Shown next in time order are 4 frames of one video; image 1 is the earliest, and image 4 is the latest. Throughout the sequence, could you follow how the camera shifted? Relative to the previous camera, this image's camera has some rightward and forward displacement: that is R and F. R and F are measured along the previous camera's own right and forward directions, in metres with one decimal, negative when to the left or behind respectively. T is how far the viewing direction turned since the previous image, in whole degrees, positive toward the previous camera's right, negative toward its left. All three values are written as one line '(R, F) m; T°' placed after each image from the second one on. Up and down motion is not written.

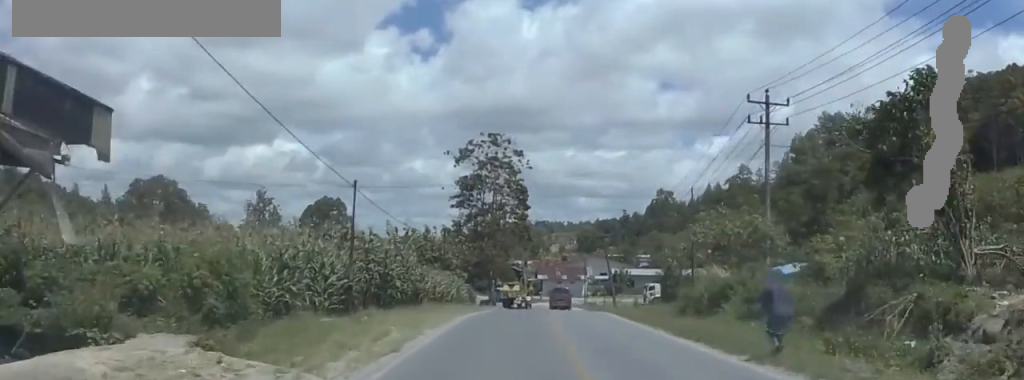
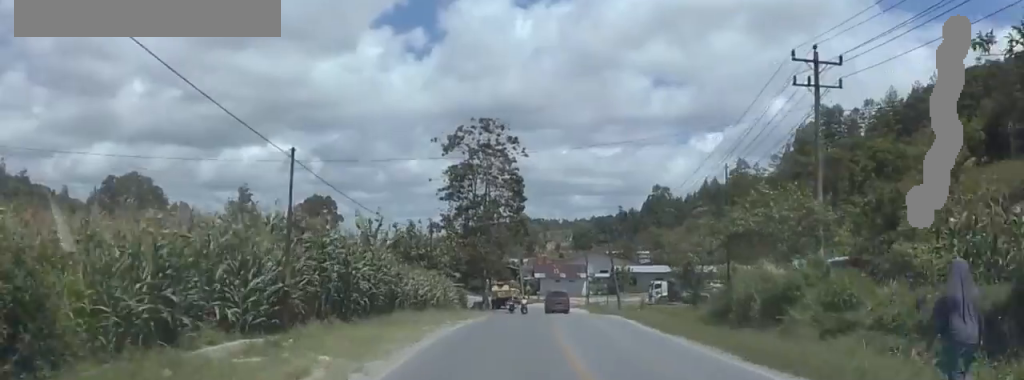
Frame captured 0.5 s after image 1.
(+0.2, +7.8) m; +2°
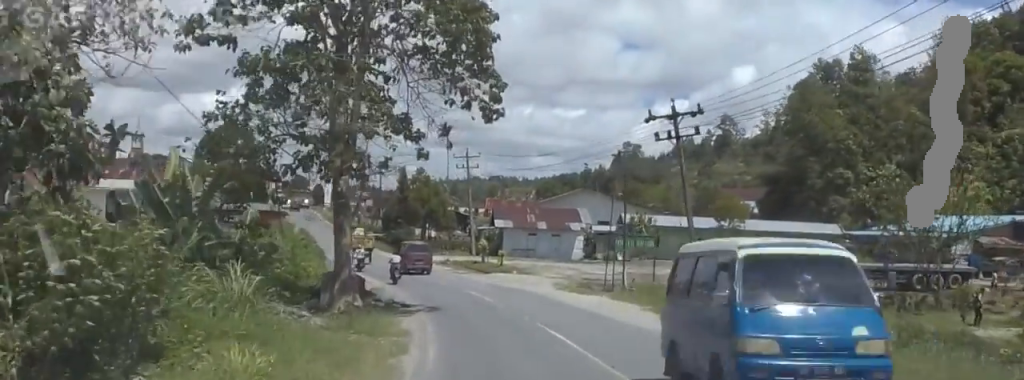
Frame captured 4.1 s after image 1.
(+3.8, +53.1) m; +4°
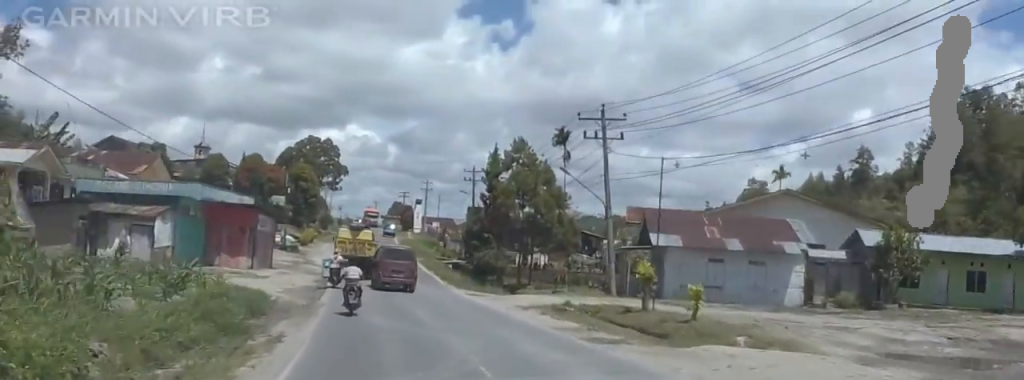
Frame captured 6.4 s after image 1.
(-0.7, +32.8) m; -6°
